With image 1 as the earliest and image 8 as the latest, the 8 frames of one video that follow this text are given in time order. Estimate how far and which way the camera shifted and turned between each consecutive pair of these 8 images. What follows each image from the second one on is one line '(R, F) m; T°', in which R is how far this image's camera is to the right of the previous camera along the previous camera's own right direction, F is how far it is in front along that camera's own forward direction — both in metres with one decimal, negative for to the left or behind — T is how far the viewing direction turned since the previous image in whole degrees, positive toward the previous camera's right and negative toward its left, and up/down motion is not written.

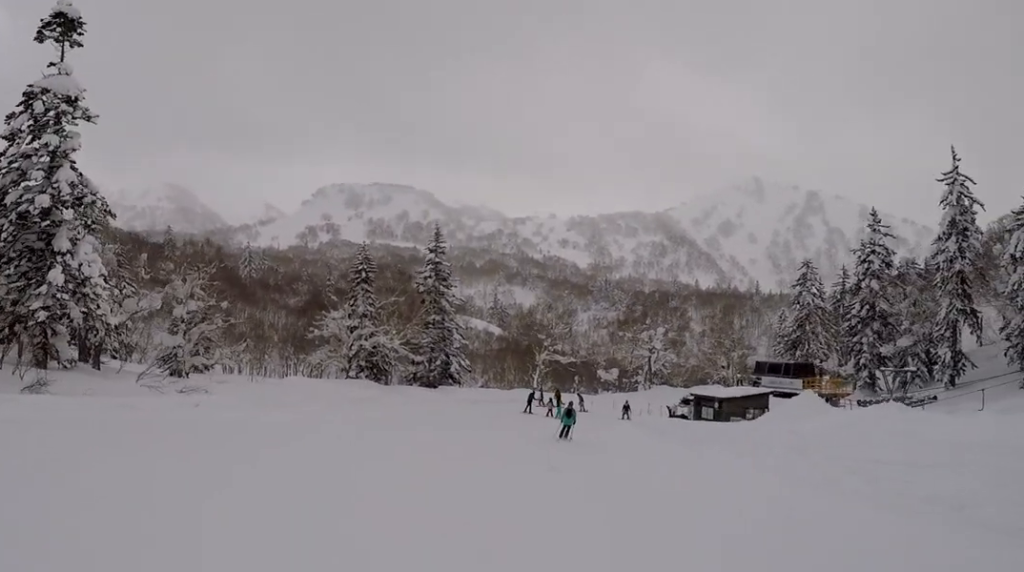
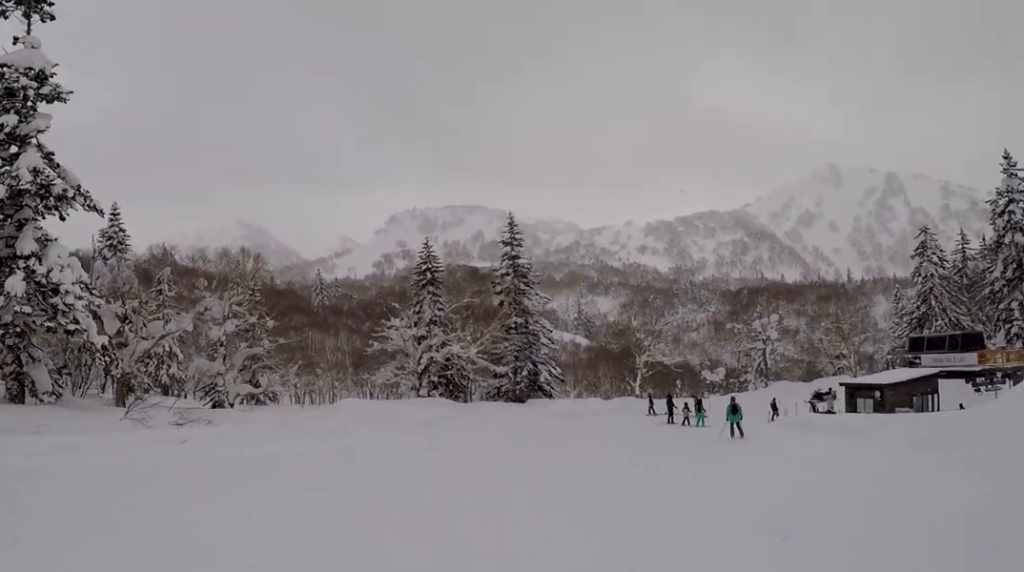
(+1.0, +9.5) m; 0°
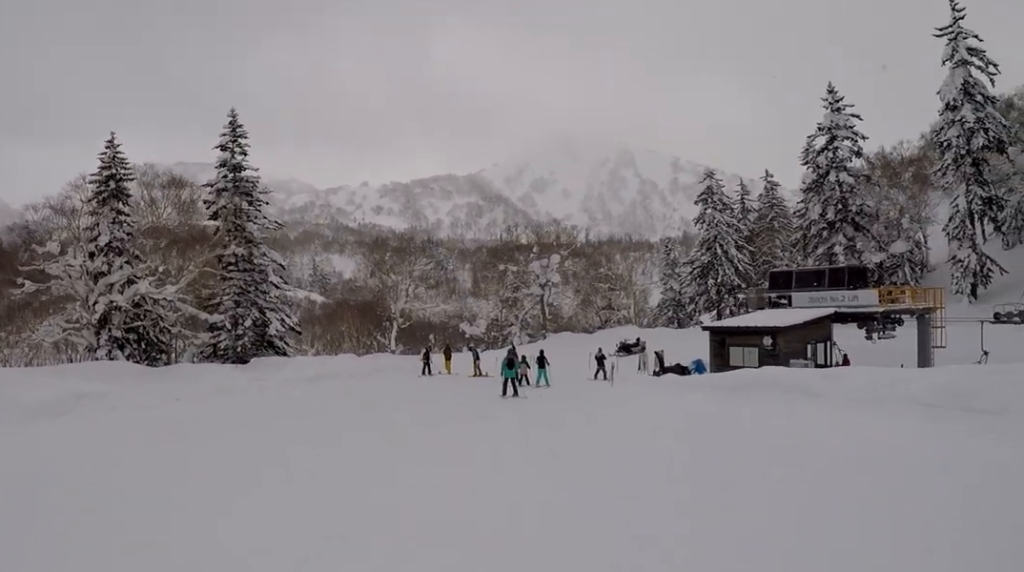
(0.0, +13.9) m; +17°
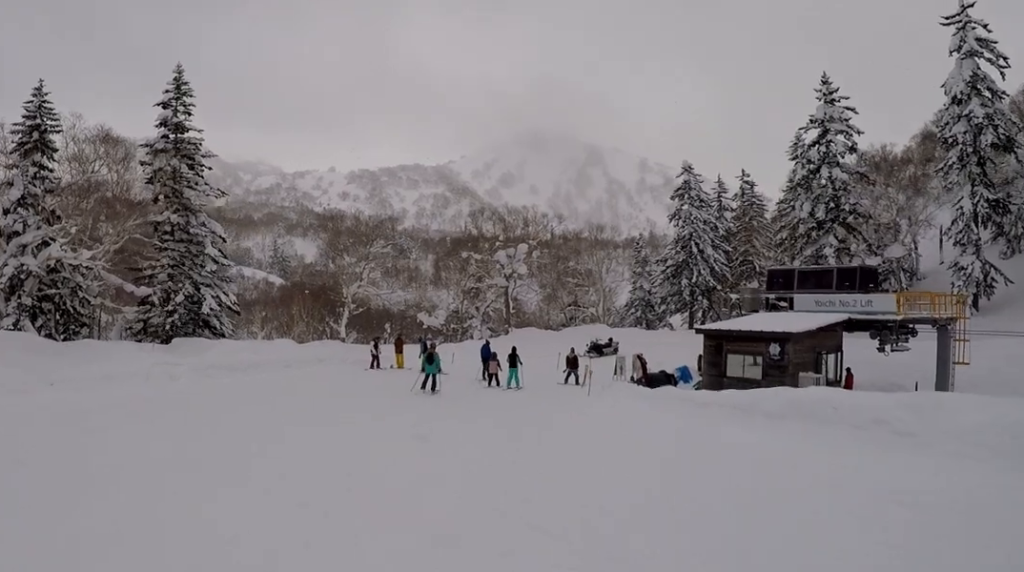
(+0.6, +4.3) m; +1°
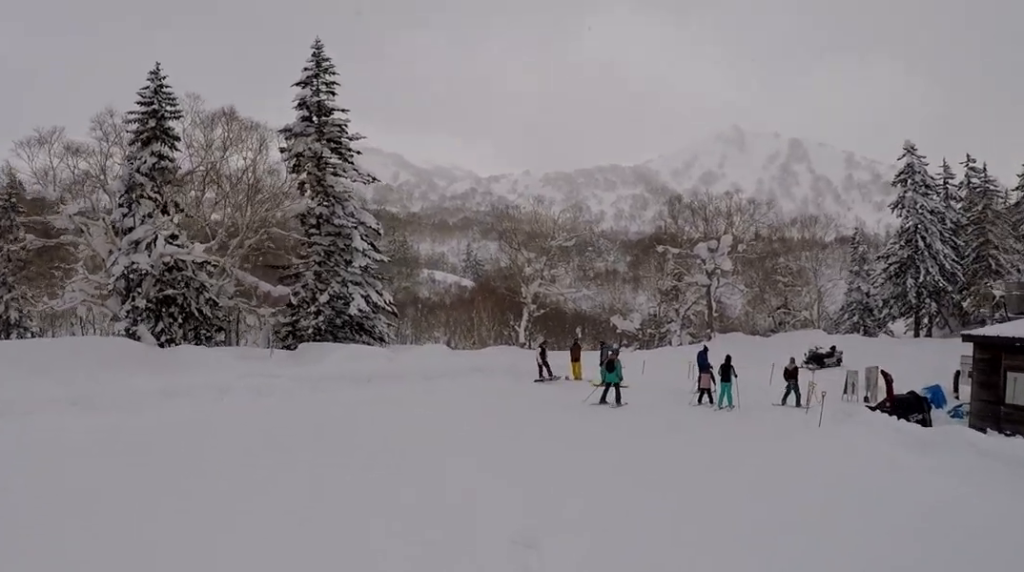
(-0.2, +5.7) m; -11°
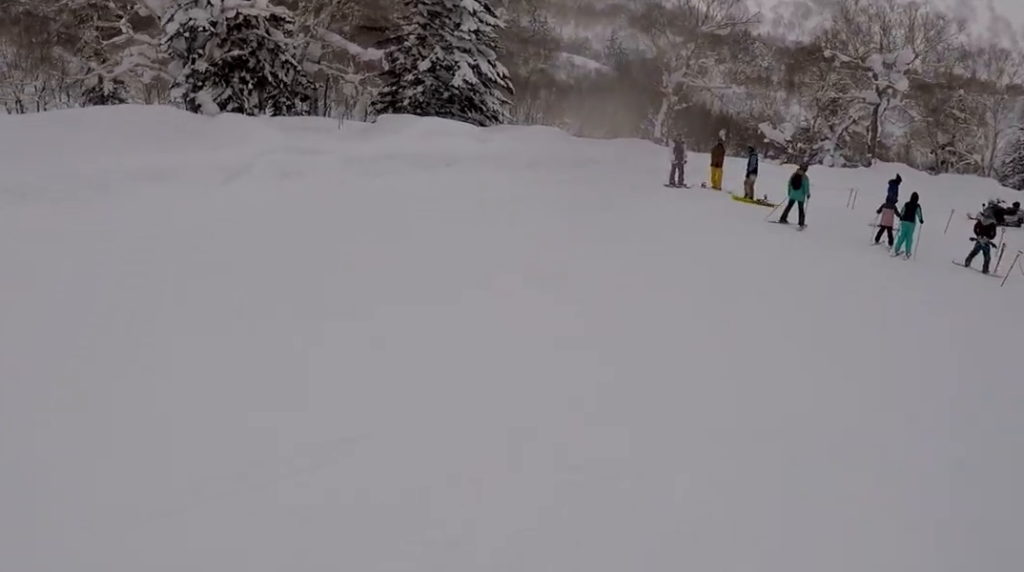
(-0.6, +4.4) m; -5°
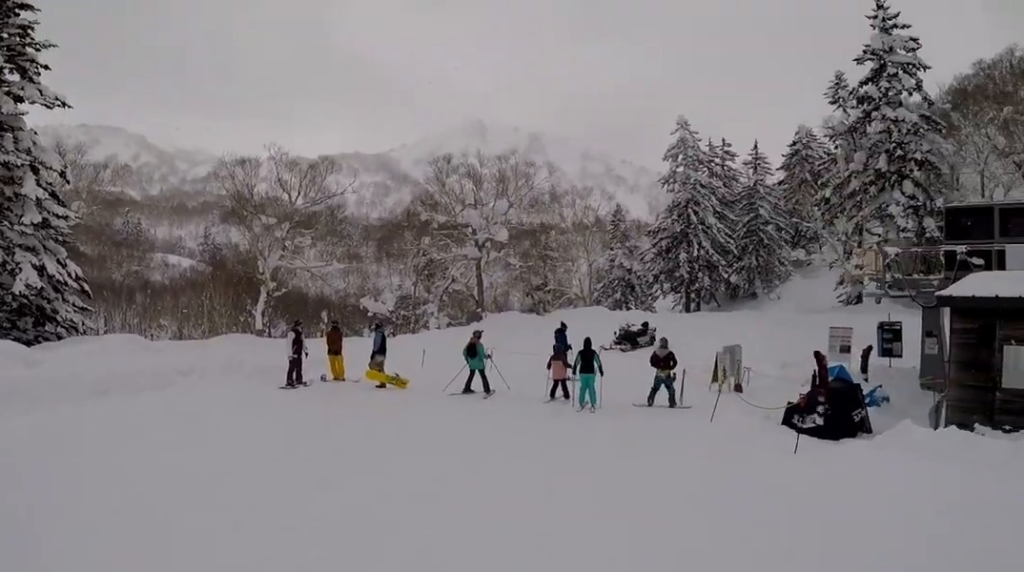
(-0.3, +4.4) m; +15°
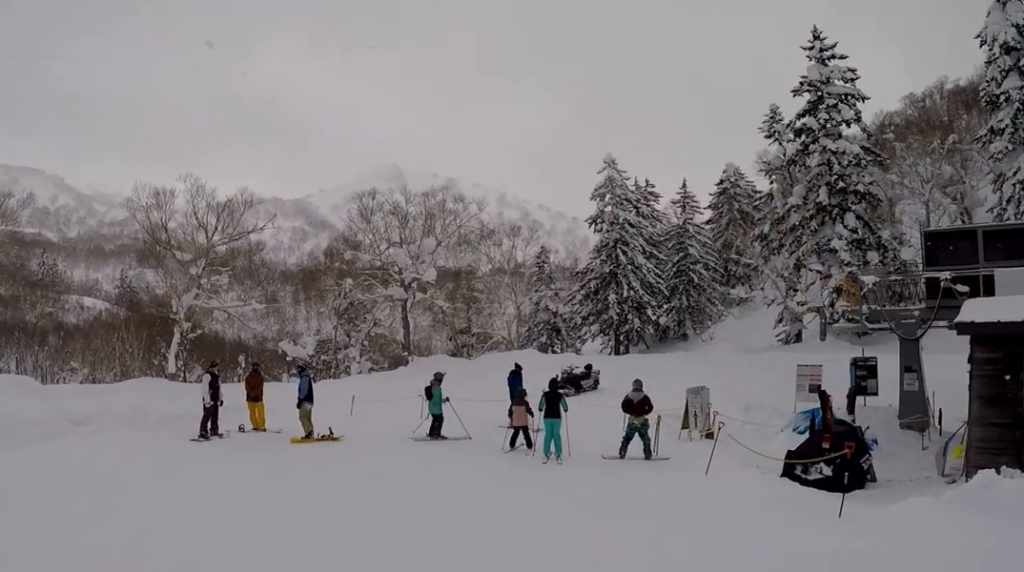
(+0.7, +2.1) m; +15°
